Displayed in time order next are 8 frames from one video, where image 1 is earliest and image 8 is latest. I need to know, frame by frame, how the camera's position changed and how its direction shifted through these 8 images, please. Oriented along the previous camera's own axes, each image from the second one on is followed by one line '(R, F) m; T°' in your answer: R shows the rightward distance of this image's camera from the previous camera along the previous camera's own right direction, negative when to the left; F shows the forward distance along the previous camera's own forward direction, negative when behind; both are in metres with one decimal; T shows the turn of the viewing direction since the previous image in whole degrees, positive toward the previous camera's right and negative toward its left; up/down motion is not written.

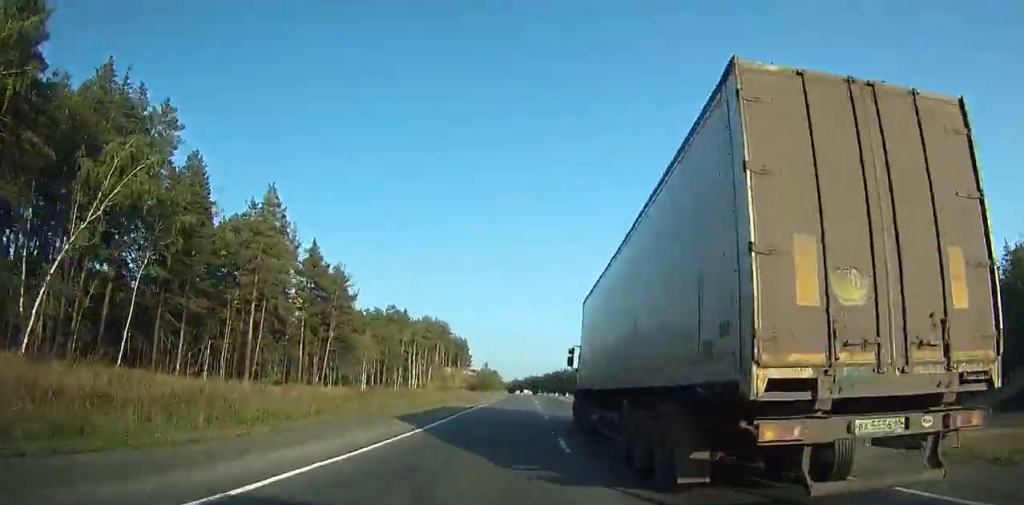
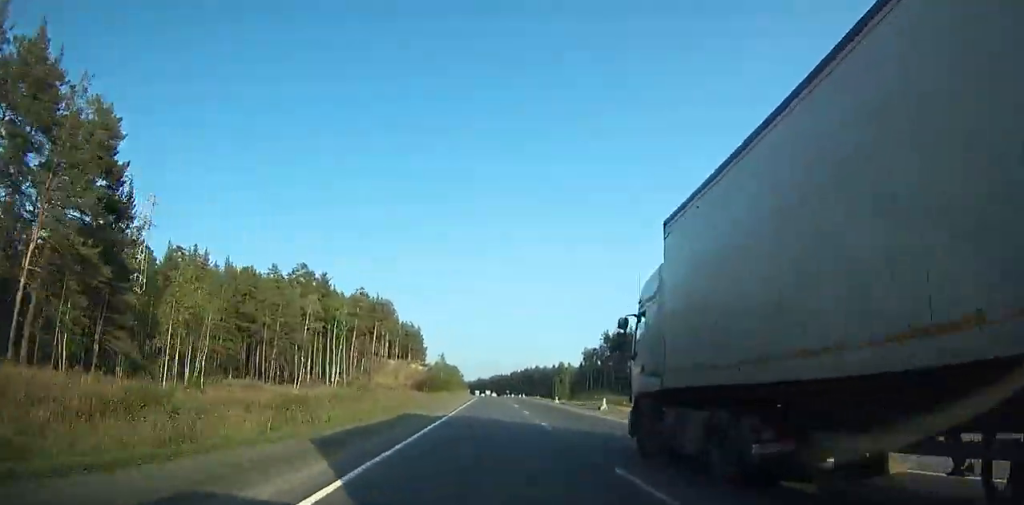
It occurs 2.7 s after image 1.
(+0.4, +55.2) m; -8°
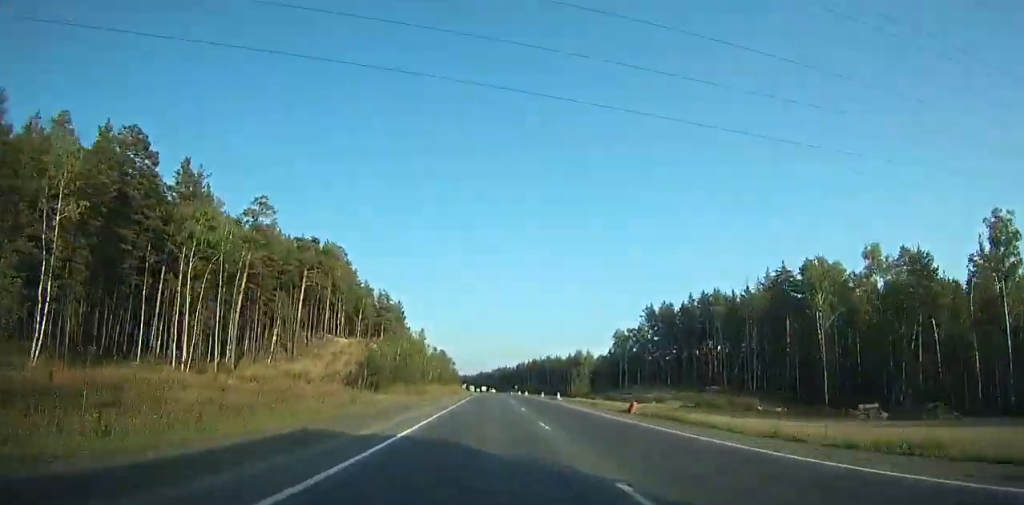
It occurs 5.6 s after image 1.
(-6.4, +57.8) m; -3°
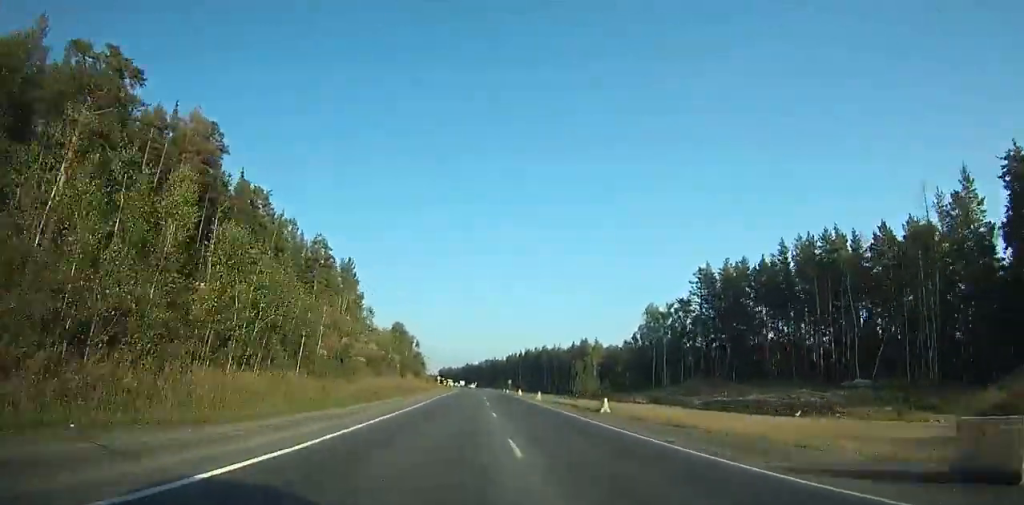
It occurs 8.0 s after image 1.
(-8.8, +45.2) m; +17°
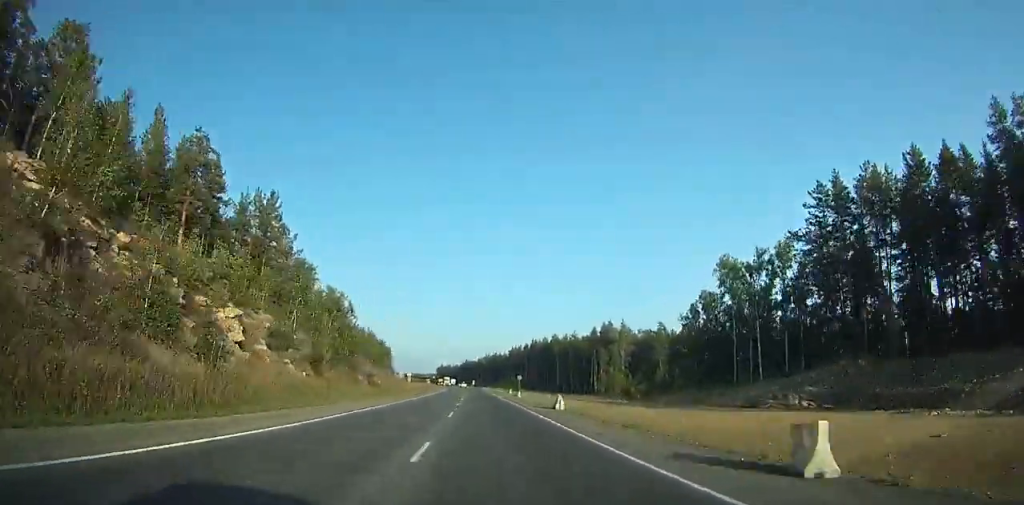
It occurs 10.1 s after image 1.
(+26.7, +44.2) m; +22°
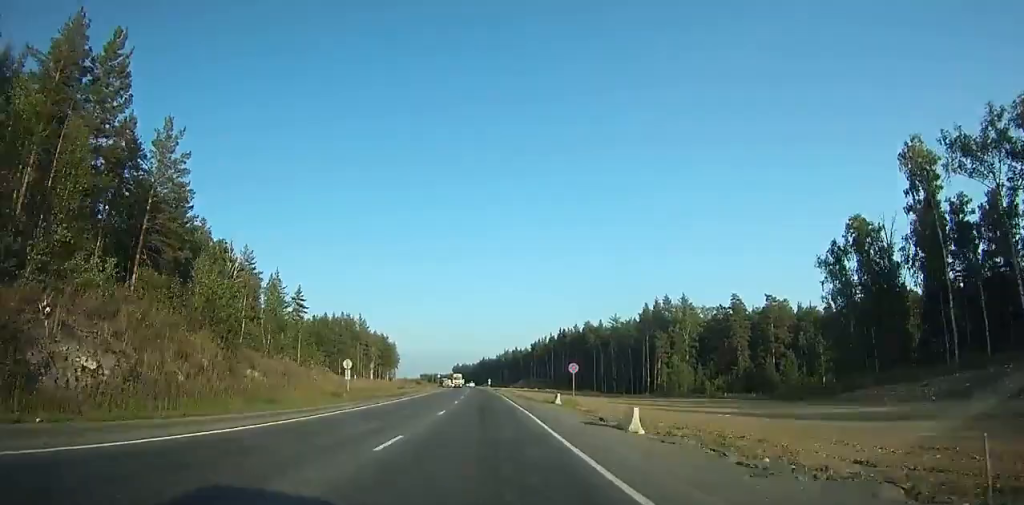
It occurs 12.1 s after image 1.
(-1.9, +46.9) m; -8°
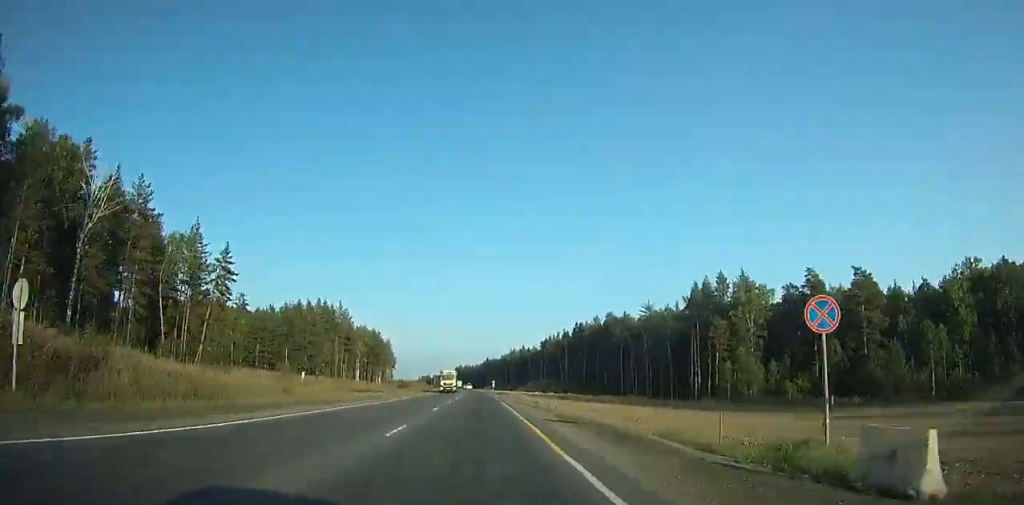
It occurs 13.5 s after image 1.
(+0.9, +33.0) m; -9°
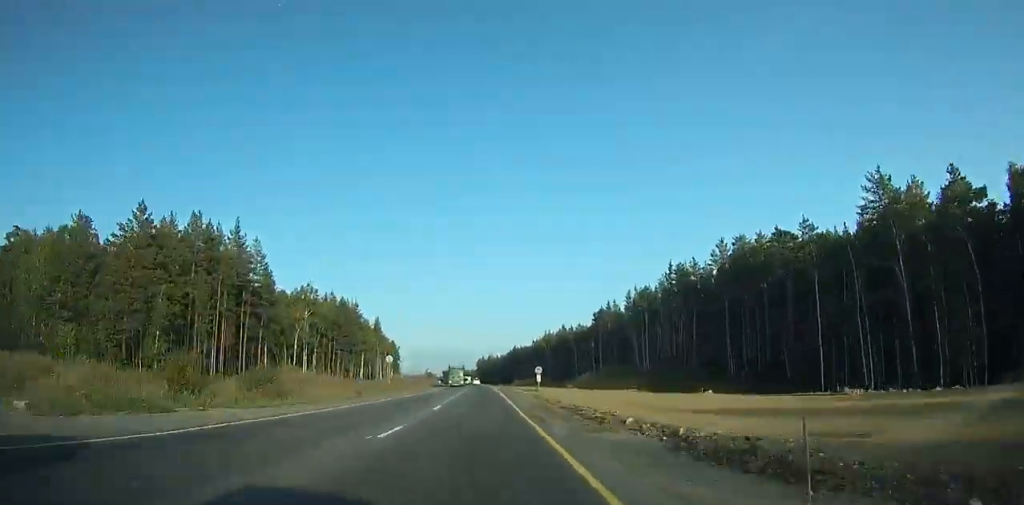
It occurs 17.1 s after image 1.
(-18.7, +94.6) m; -13°
